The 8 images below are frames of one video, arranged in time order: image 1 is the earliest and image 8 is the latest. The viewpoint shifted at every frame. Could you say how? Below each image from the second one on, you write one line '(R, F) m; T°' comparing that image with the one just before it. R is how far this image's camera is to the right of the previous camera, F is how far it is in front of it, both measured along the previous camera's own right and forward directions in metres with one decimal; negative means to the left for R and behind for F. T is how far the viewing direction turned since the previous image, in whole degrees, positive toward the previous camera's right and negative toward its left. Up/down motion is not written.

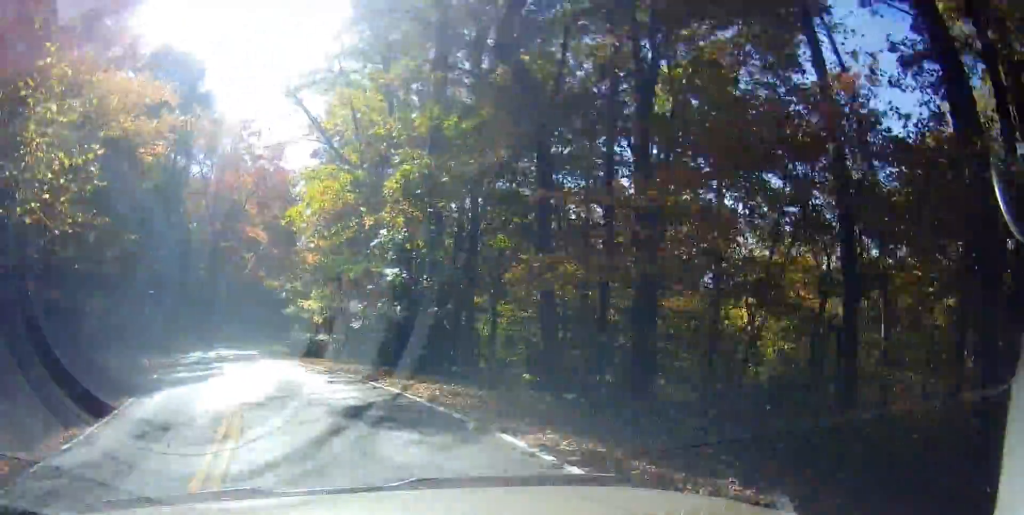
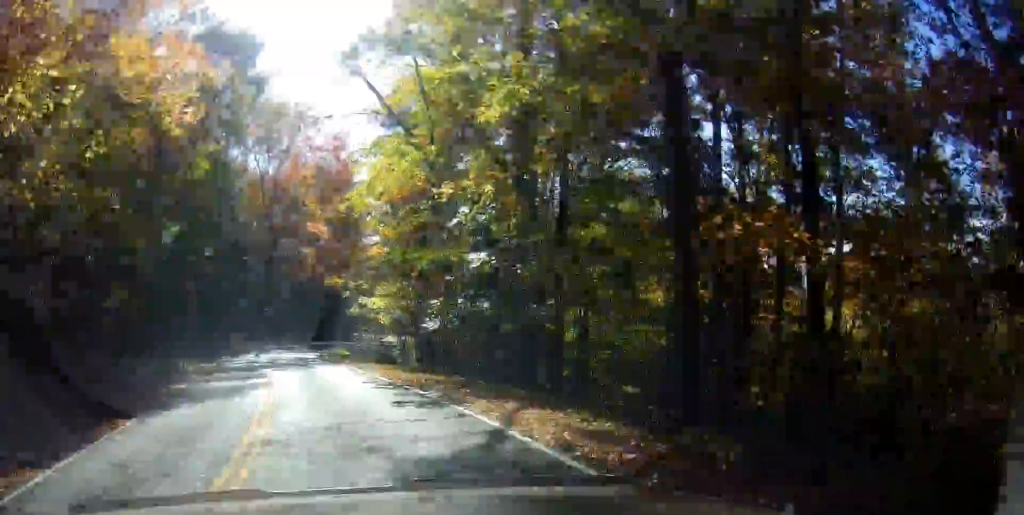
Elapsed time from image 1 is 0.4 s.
(-0.1, +3.1) m; -6°
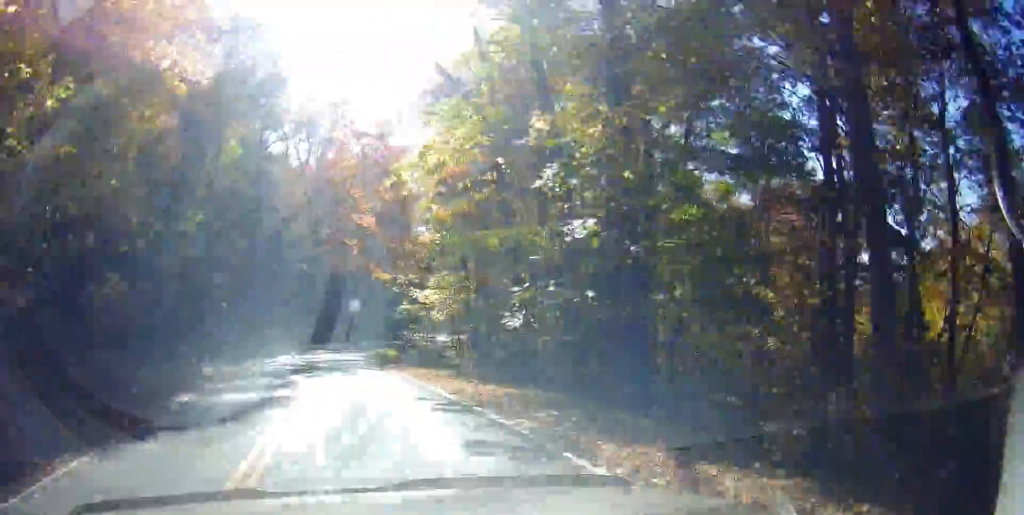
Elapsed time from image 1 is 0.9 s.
(-0.1, +3.2) m; -9°
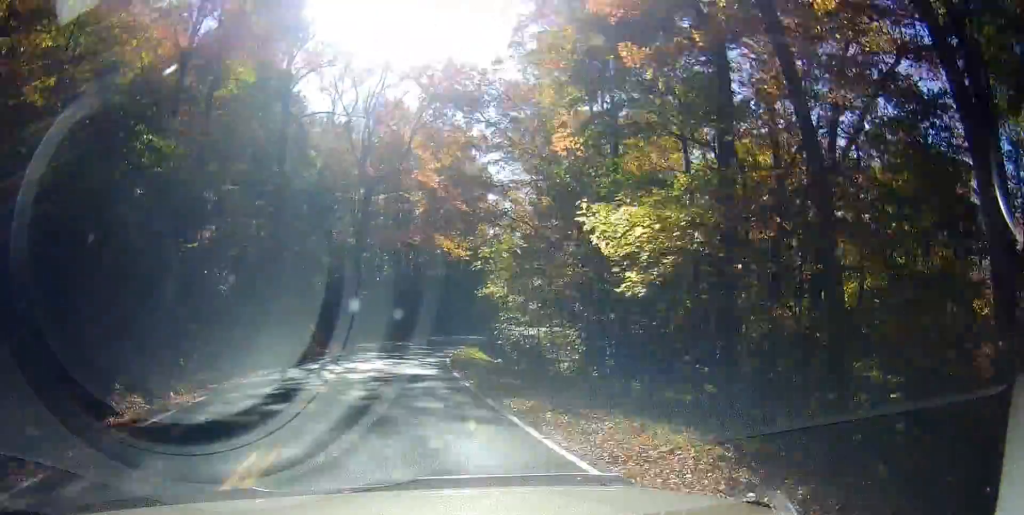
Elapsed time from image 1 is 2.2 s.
(-2.7, +11.1) m; -21°
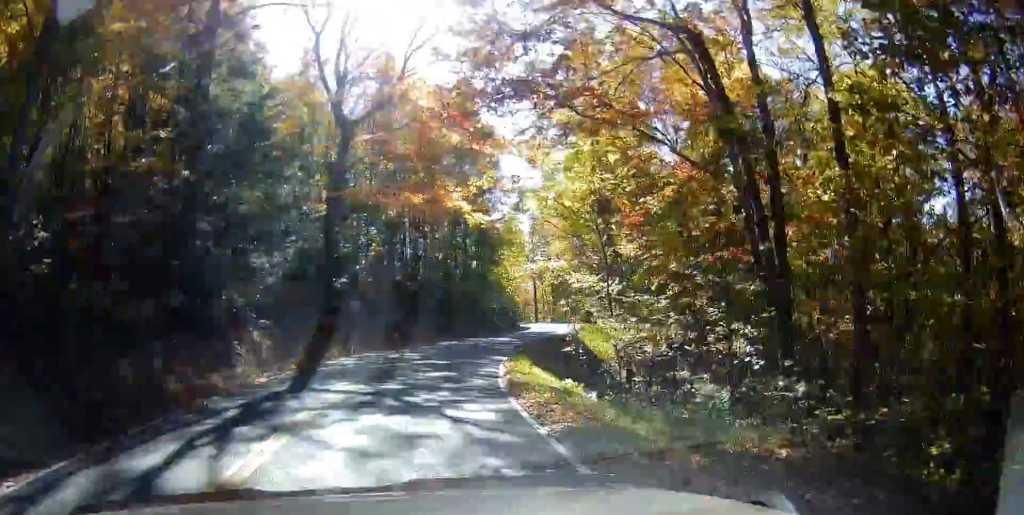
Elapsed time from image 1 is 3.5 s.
(-0.4, +12.4) m; -4°
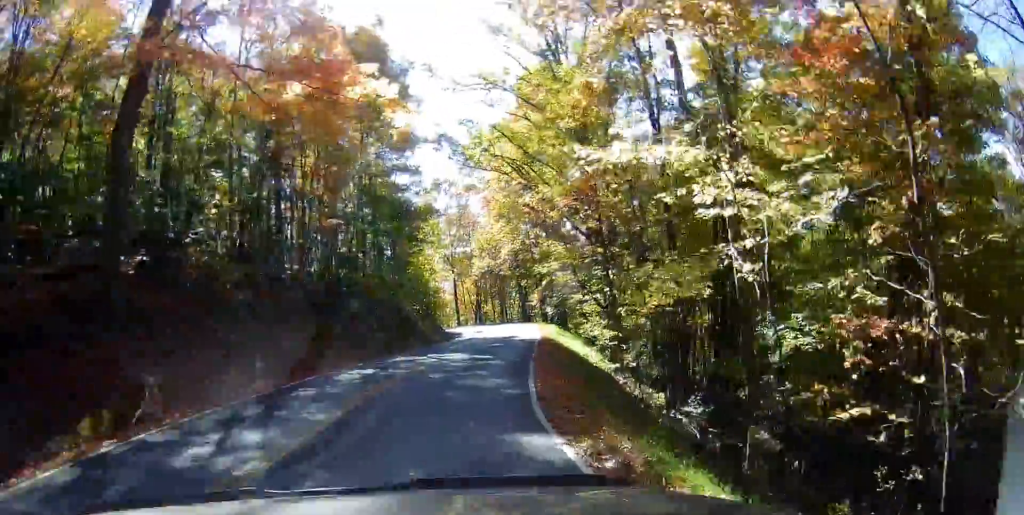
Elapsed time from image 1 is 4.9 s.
(-0.4, +12.1) m; +3°
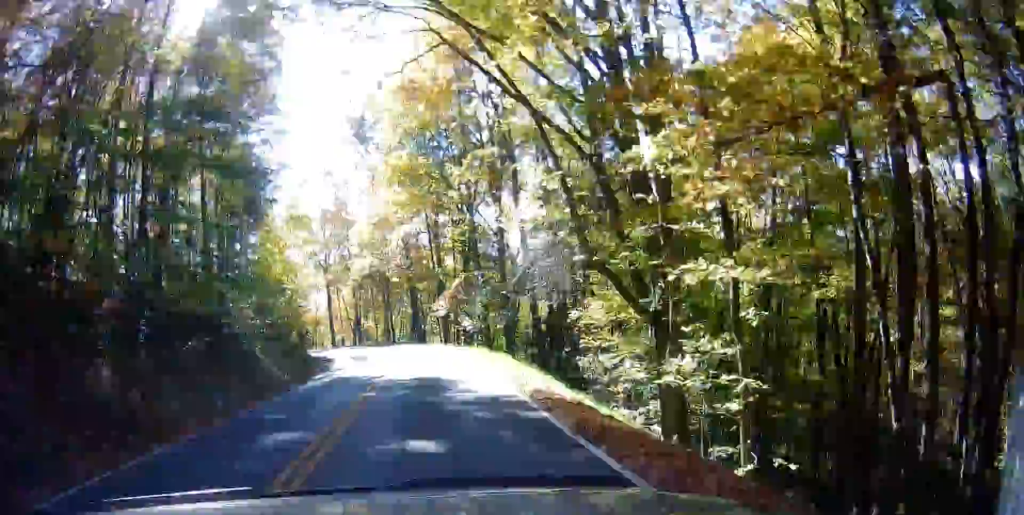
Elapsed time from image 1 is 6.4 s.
(+1.8, +15.4) m; +10°
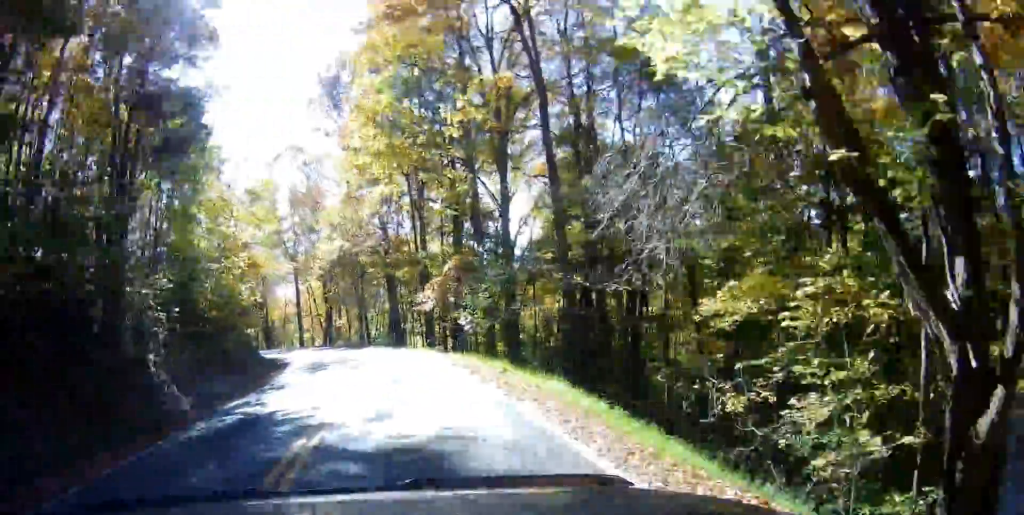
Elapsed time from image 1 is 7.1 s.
(0.0, +8.2) m; 0°
